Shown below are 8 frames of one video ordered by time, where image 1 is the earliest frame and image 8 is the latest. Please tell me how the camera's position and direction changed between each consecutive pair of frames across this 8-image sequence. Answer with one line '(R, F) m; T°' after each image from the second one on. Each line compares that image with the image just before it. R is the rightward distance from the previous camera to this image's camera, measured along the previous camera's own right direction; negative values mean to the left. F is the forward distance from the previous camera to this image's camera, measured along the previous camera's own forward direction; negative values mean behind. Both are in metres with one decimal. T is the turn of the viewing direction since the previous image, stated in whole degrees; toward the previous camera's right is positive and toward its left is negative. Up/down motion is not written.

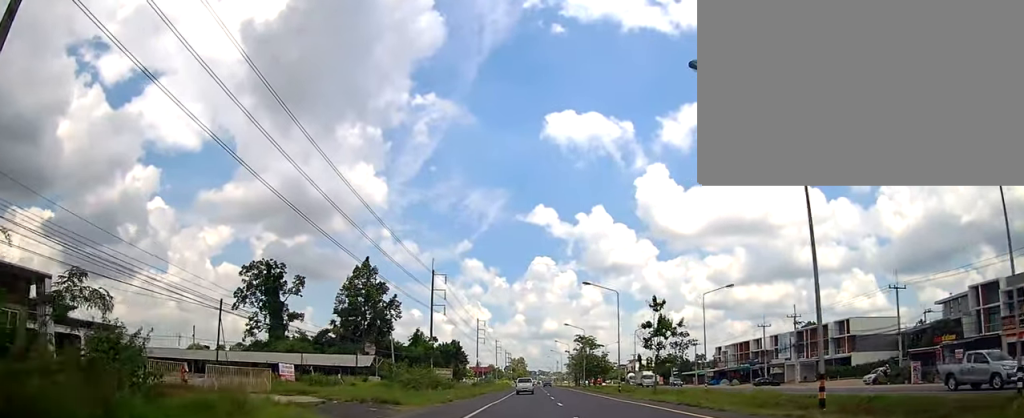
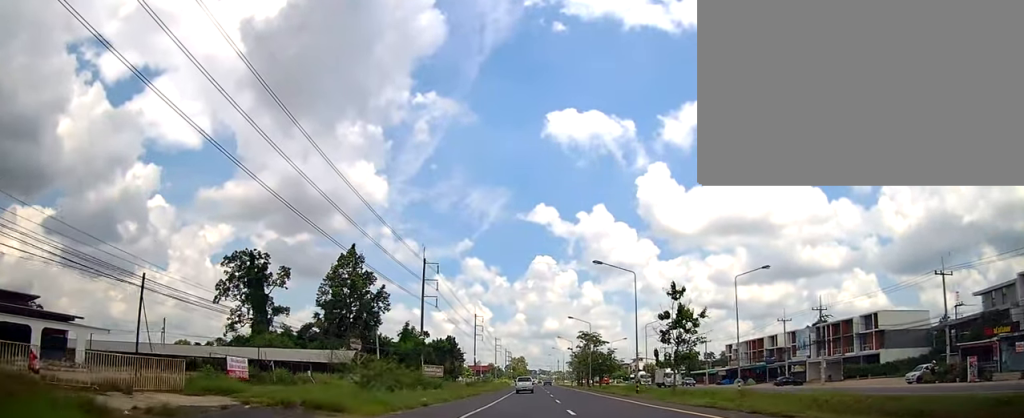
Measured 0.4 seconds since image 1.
(-0.1, +8.0) m; 0°
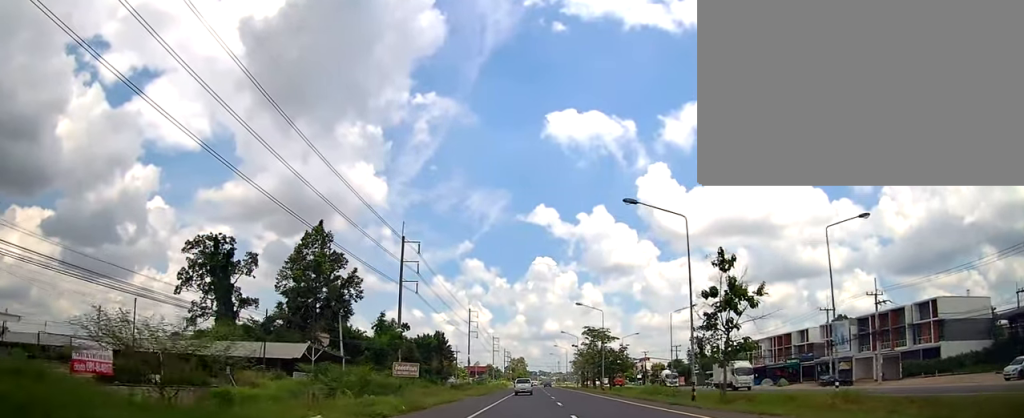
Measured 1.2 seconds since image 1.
(0.0, +13.9) m; 0°
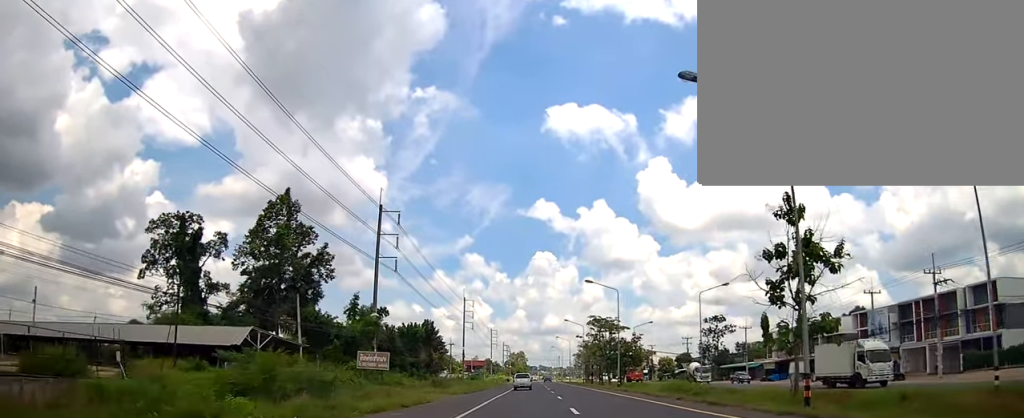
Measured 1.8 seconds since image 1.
(0.0, +10.8) m; 0°
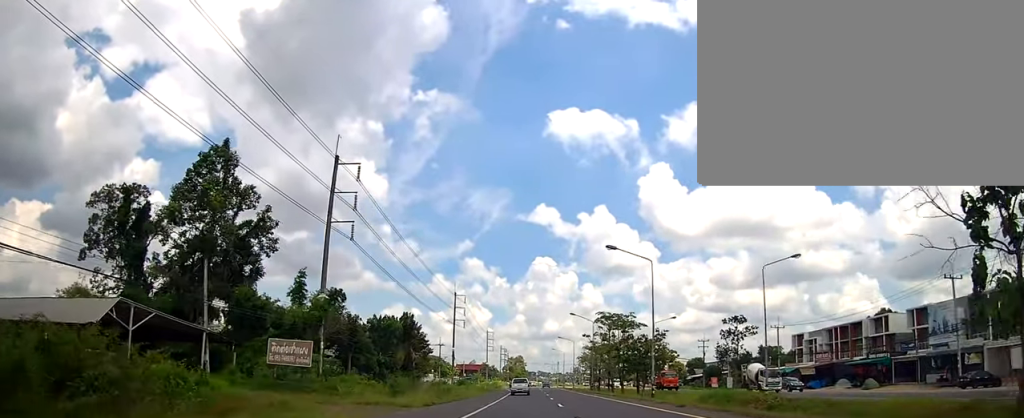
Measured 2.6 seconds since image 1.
(0.0, +14.4) m; 0°
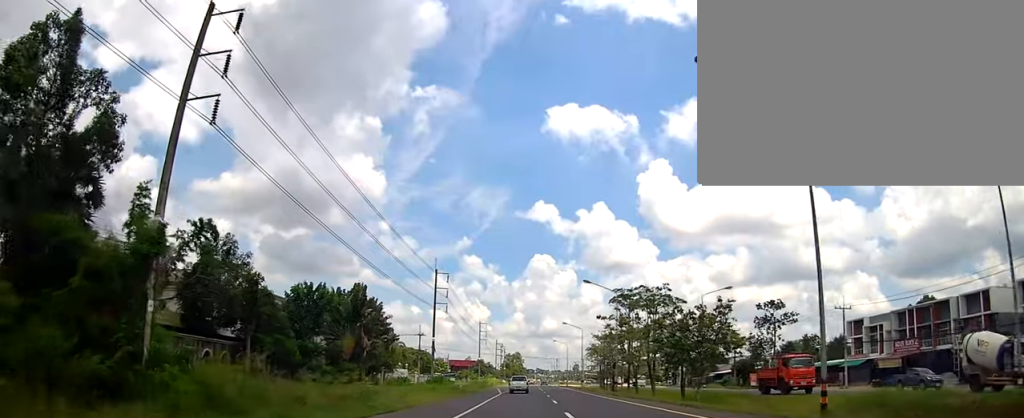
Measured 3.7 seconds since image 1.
(-0.1, +21.1) m; 0°
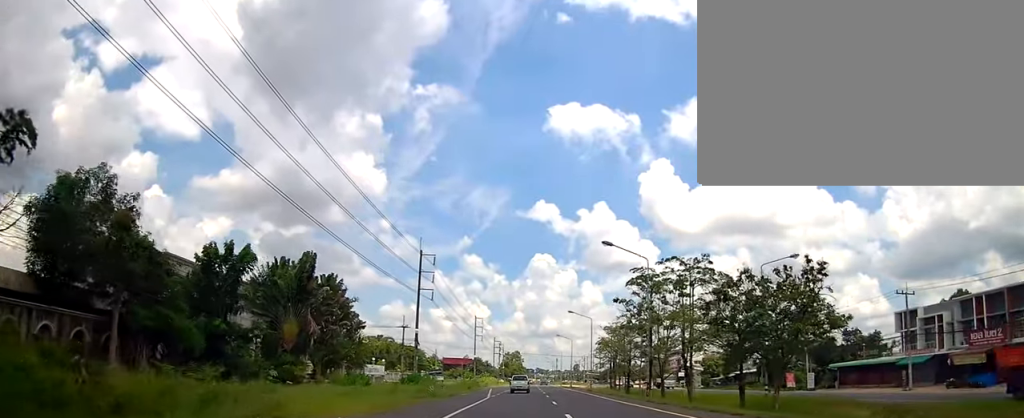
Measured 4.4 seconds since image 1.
(0.0, +13.5) m; 0°
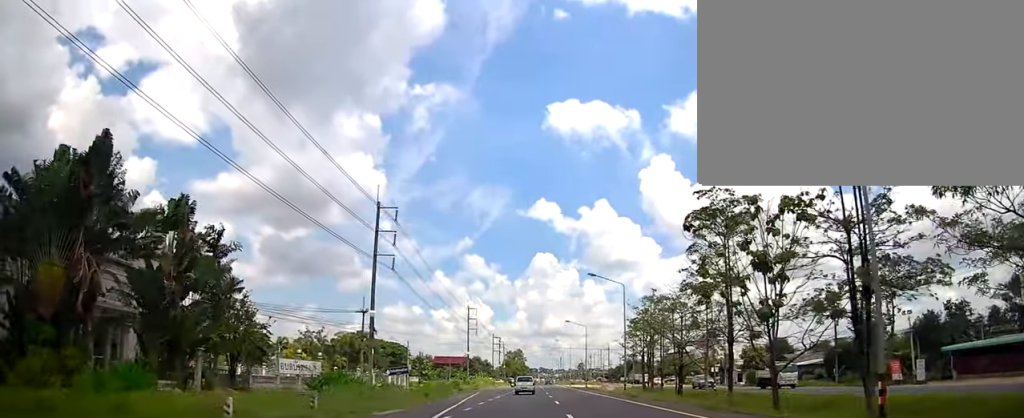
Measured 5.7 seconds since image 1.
(+0.1, +24.0) m; 0°
